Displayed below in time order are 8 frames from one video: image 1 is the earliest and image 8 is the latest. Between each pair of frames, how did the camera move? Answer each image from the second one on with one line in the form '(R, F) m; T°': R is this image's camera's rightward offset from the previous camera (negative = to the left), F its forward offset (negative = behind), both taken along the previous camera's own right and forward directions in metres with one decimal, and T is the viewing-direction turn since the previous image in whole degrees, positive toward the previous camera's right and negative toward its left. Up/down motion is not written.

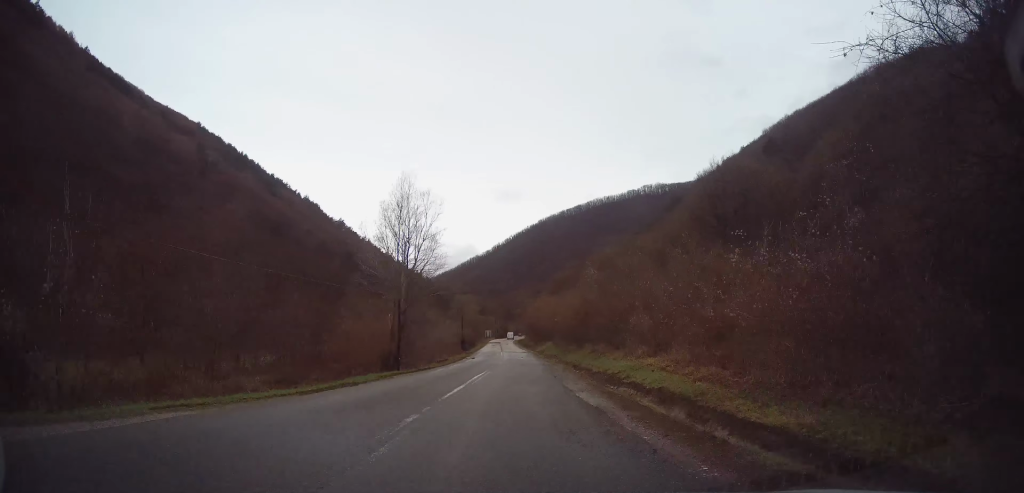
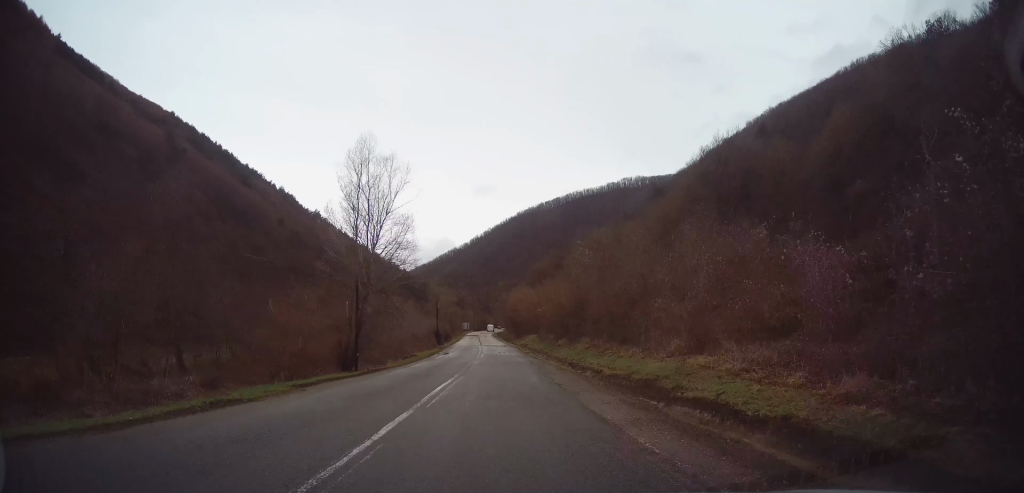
(+0.3, +7.6) m; +3°
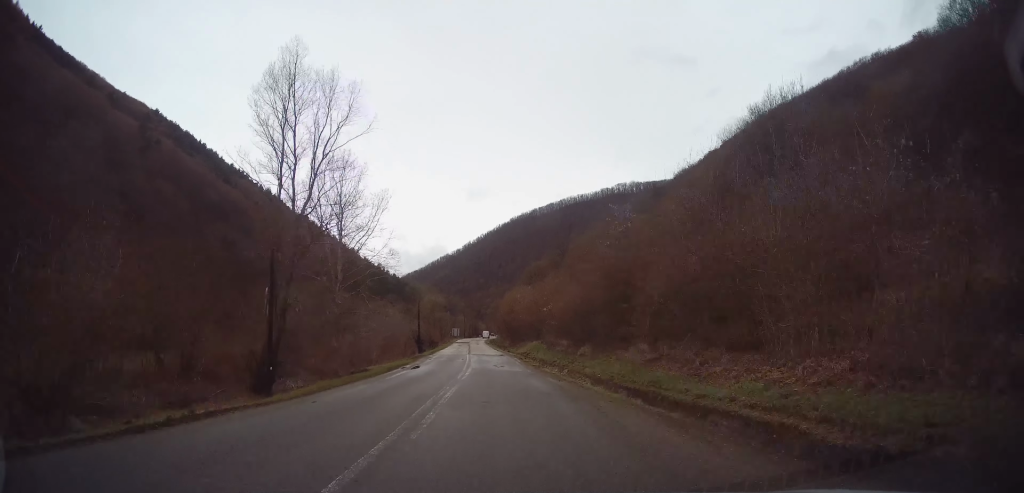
(+0.4, +14.9) m; 0°
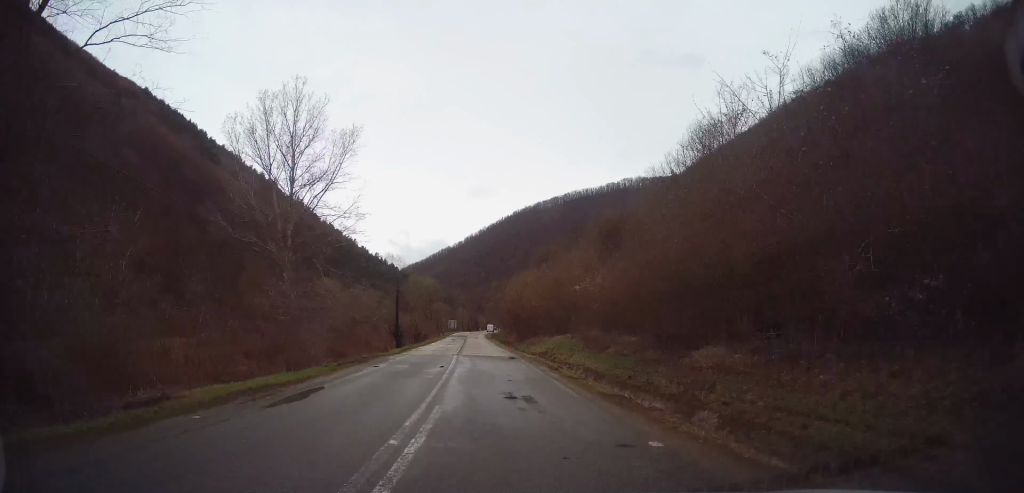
(-0.3, +18.3) m; -1°
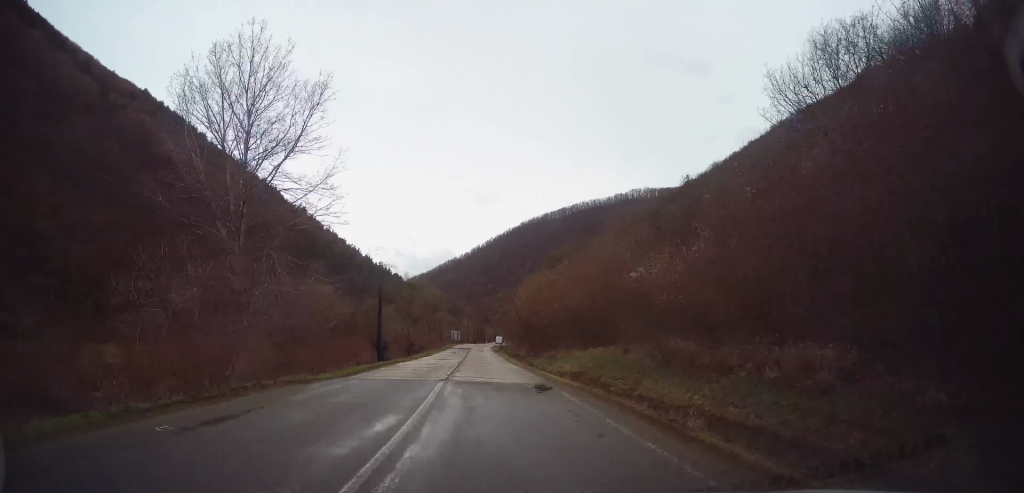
(0.0, +11.9) m; 0°
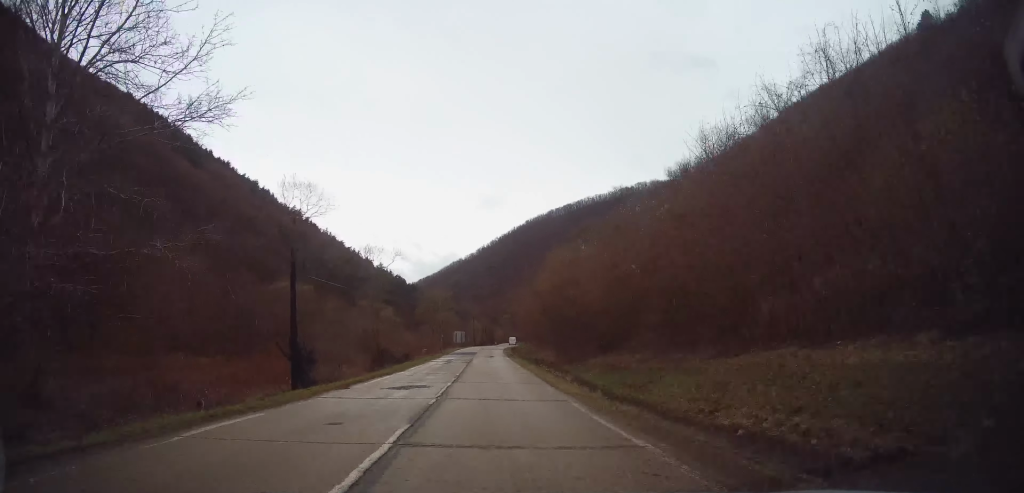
(+0.1, +20.5) m; +1°
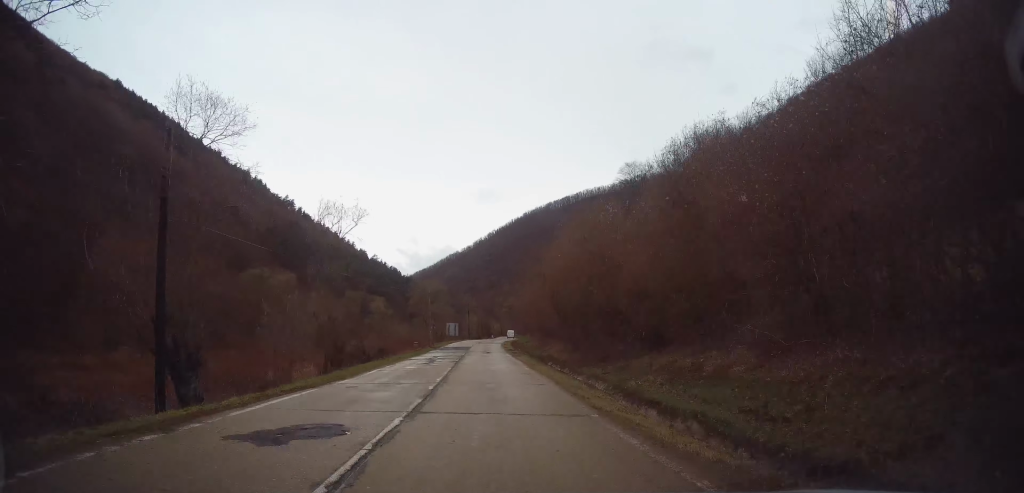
(+0.1, +9.4) m; 0°
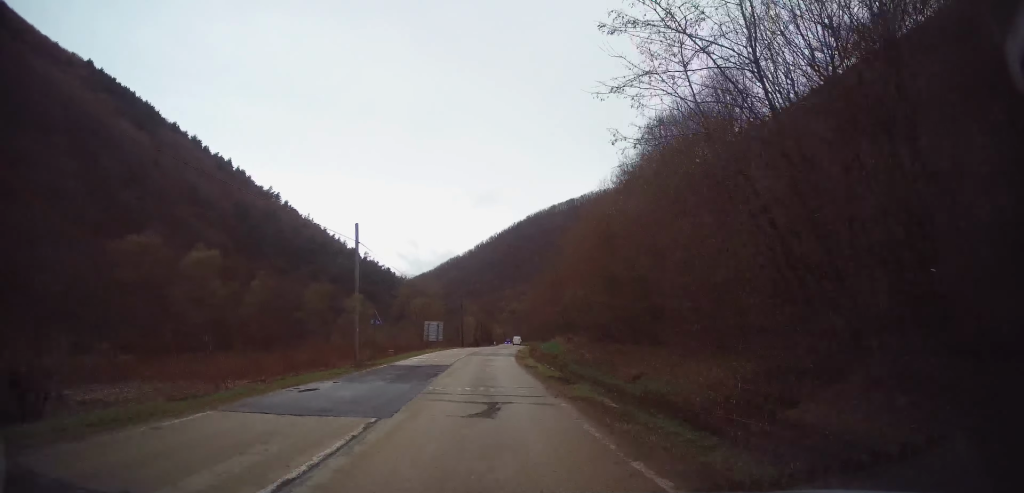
(-1.0, +33.0) m; -1°
